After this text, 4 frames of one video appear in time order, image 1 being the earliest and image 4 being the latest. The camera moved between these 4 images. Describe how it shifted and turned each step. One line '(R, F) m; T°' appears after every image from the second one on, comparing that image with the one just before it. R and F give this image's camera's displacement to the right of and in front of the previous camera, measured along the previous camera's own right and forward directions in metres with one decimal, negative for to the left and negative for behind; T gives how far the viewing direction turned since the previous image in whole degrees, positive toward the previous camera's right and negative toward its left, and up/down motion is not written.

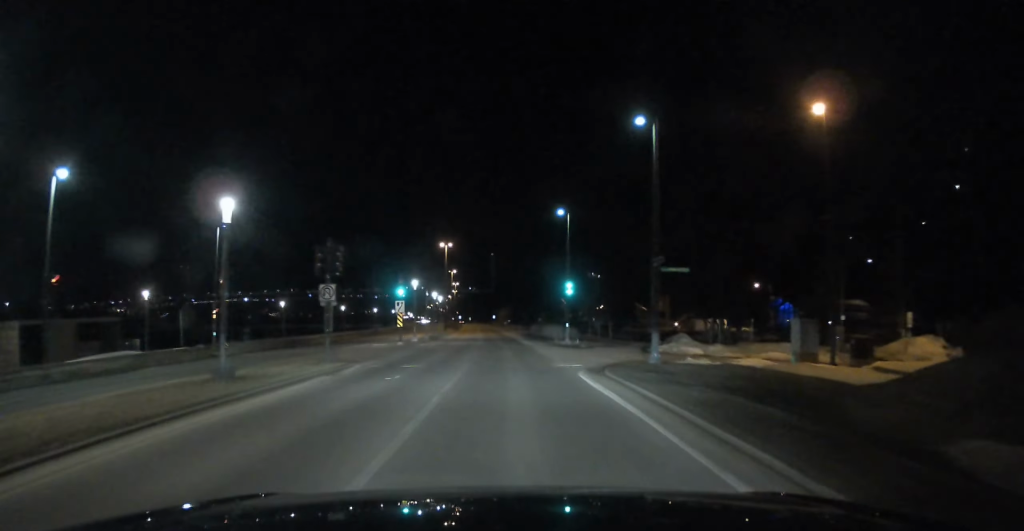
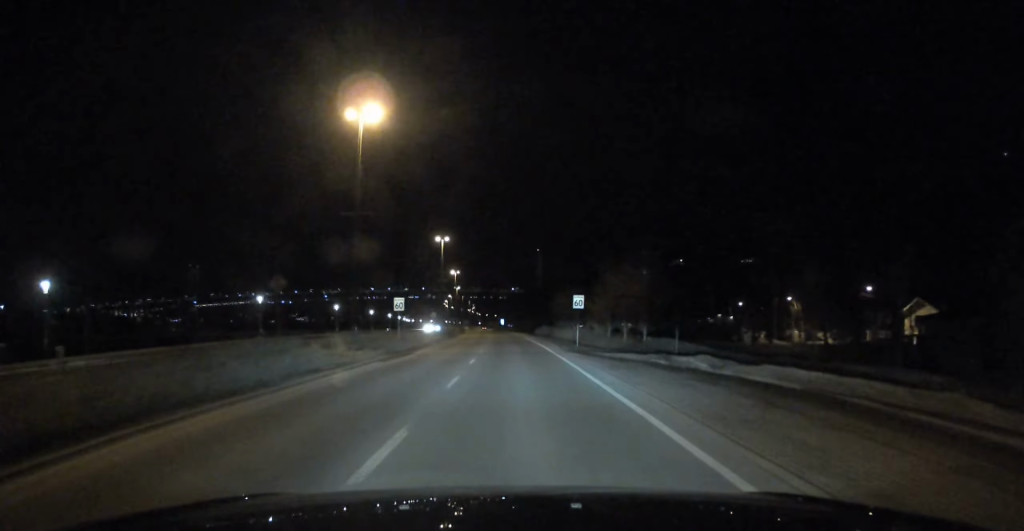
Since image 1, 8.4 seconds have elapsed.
(-7.5, +161.7) m; -4°
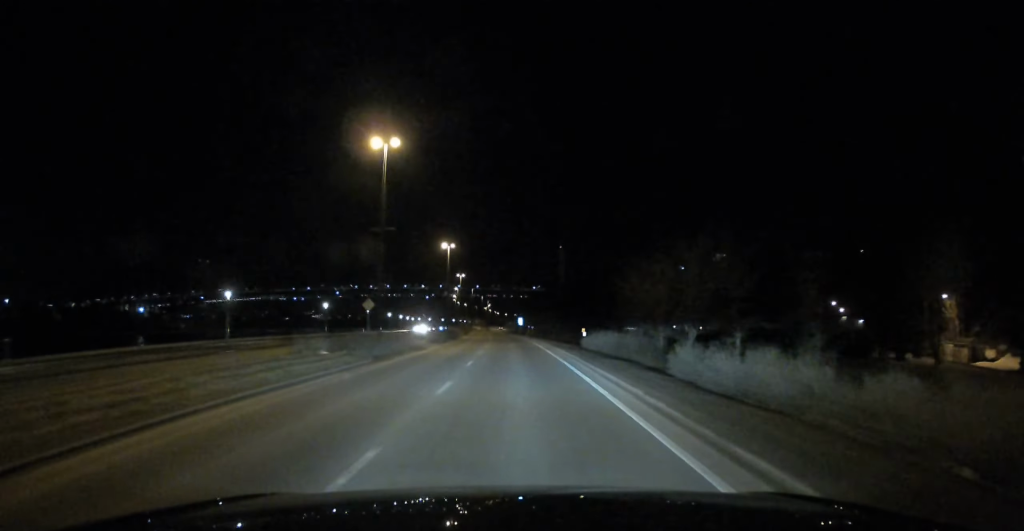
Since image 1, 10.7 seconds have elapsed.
(-0.5, +45.7) m; -1°
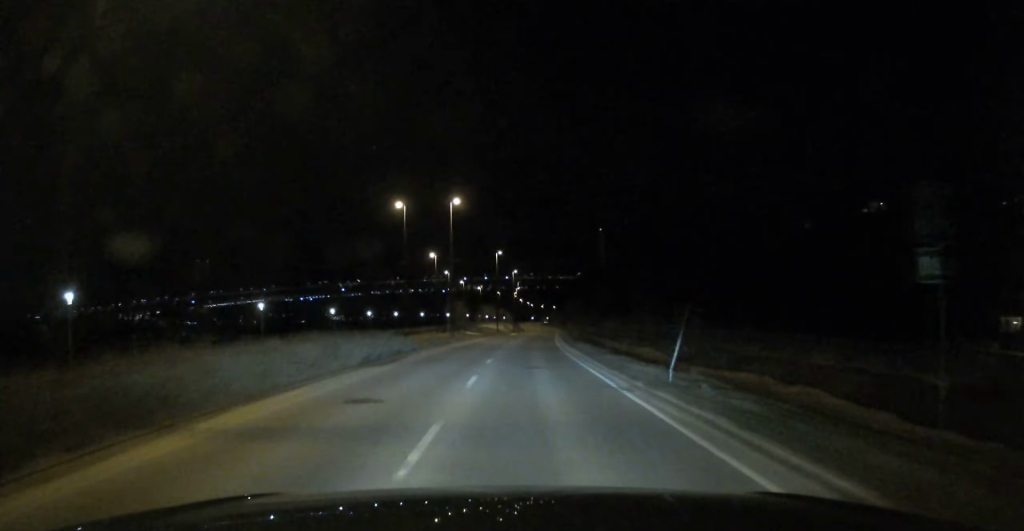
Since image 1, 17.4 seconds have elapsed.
(-4.9, +133.0) m; -2°
